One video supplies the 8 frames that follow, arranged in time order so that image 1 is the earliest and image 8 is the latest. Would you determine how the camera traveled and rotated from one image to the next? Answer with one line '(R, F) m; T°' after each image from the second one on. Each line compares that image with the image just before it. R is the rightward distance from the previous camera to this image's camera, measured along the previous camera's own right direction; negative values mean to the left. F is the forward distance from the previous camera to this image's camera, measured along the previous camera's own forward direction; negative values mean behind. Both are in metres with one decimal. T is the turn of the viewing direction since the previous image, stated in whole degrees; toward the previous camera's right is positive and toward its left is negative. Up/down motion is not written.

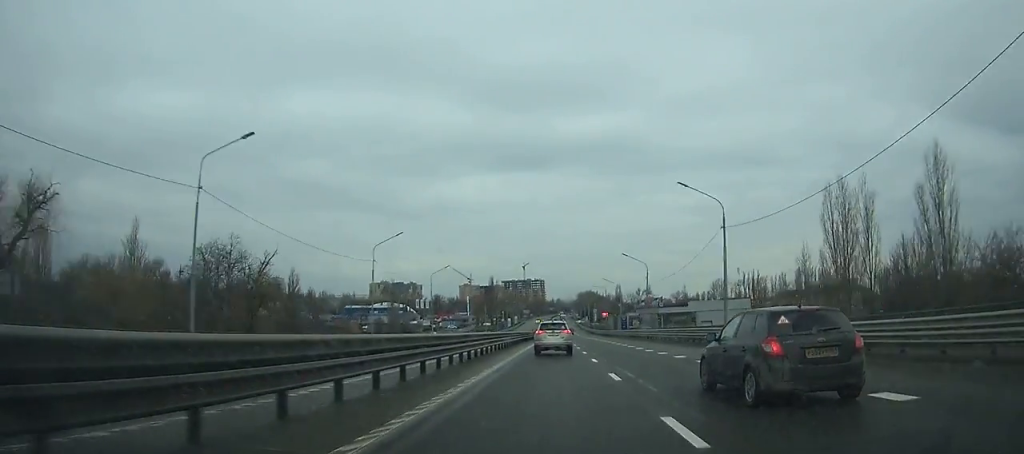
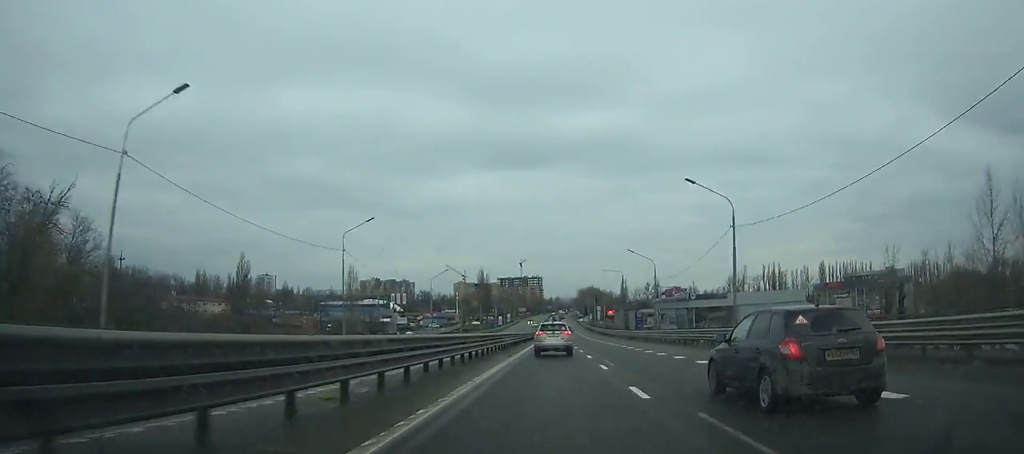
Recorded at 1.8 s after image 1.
(+0.3, +36.1) m; 0°
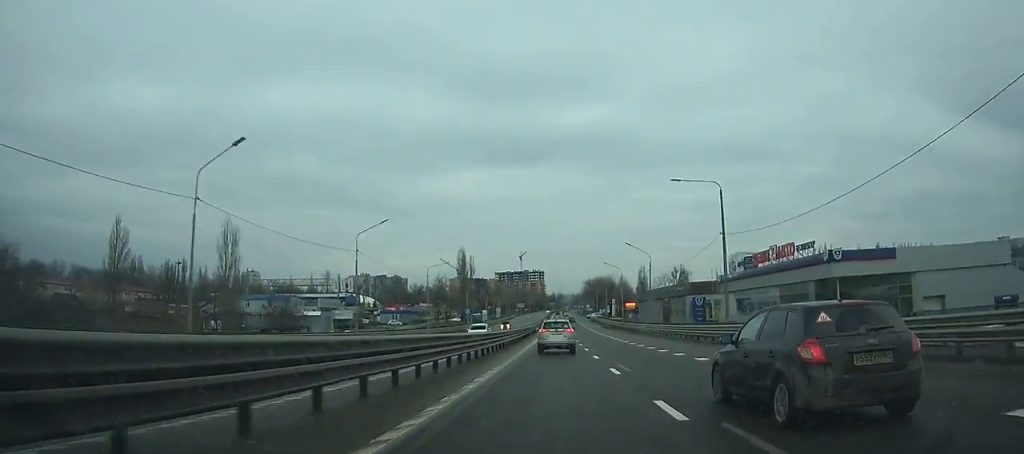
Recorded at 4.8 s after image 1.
(-0.3, +59.8) m; 0°
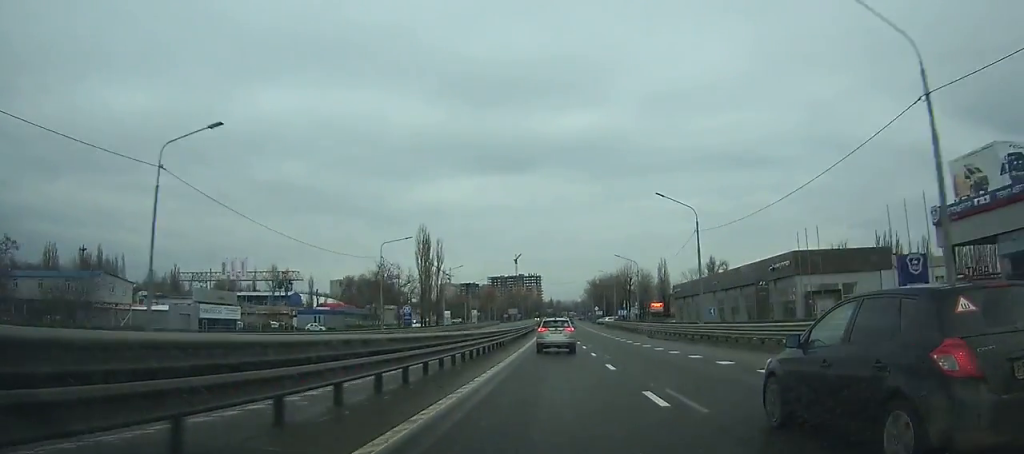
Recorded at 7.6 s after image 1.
(-0.1, +55.4) m; 0°
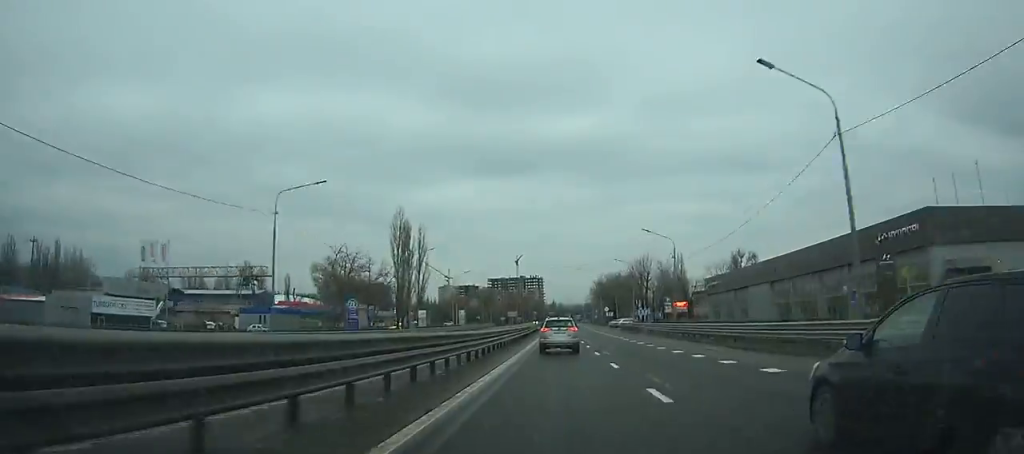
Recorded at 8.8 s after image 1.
(+0.1, +23.4) m; 0°
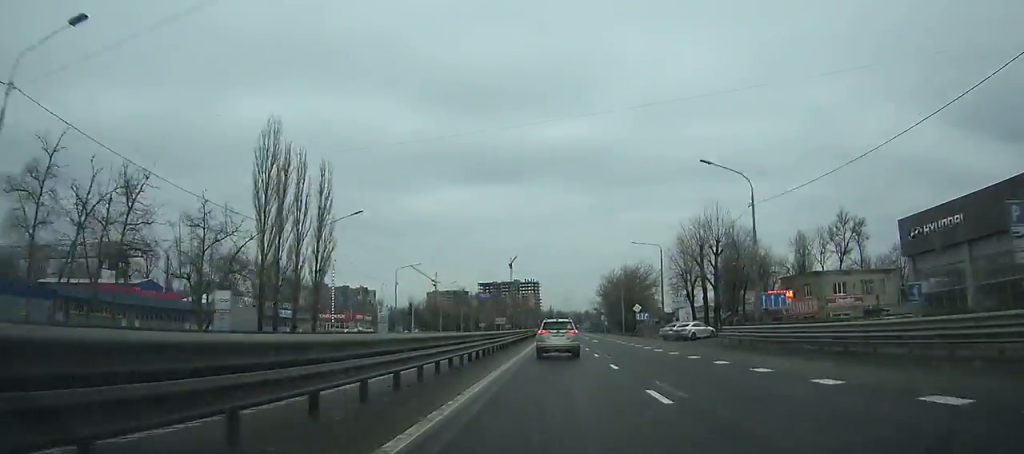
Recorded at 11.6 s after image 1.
(+0.2, +54.2) m; 0°
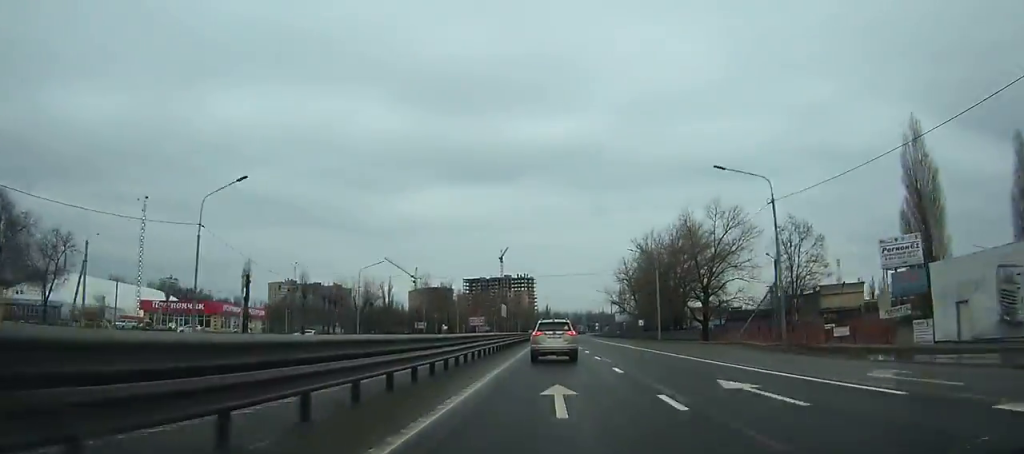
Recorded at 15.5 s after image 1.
(+0.2, +73.7) m; 0°
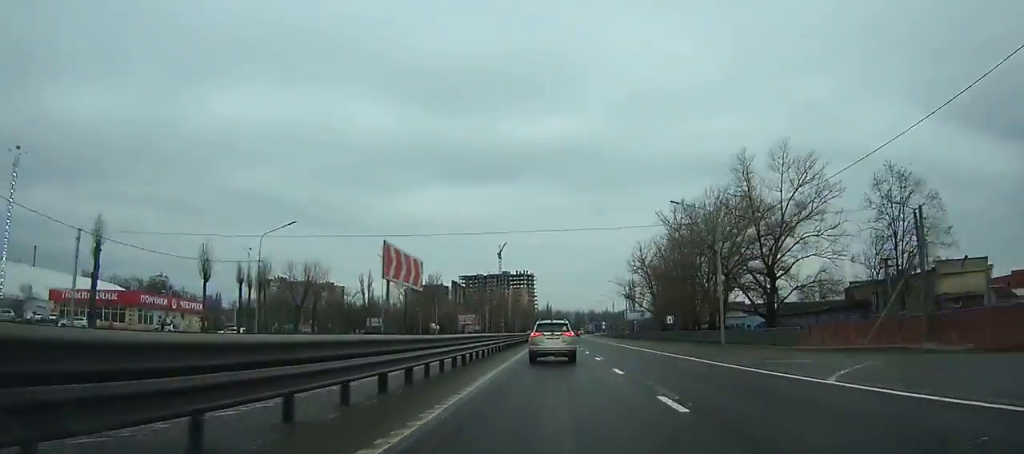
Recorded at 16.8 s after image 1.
(+0.1, +24.2) m; 0°
